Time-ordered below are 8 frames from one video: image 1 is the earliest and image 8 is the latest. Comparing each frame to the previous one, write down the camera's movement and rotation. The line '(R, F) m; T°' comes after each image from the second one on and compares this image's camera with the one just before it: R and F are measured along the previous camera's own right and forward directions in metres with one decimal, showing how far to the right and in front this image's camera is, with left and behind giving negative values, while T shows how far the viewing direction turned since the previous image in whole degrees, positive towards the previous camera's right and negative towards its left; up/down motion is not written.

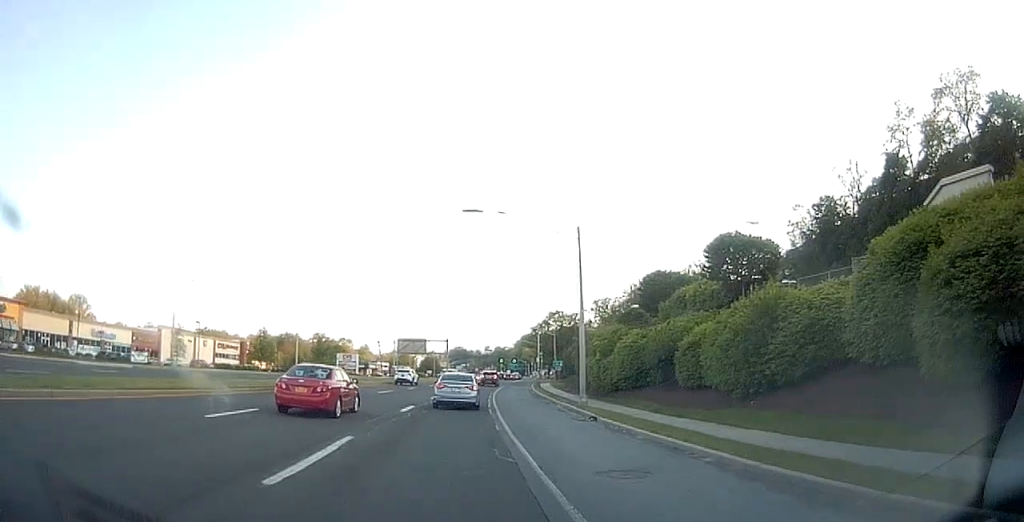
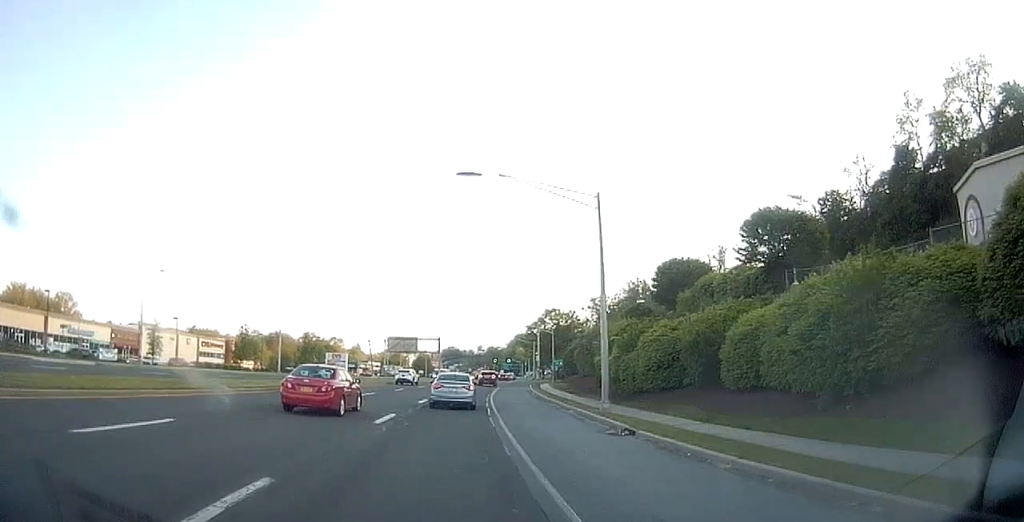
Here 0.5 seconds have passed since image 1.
(+0.1, +5.4) m; +1°
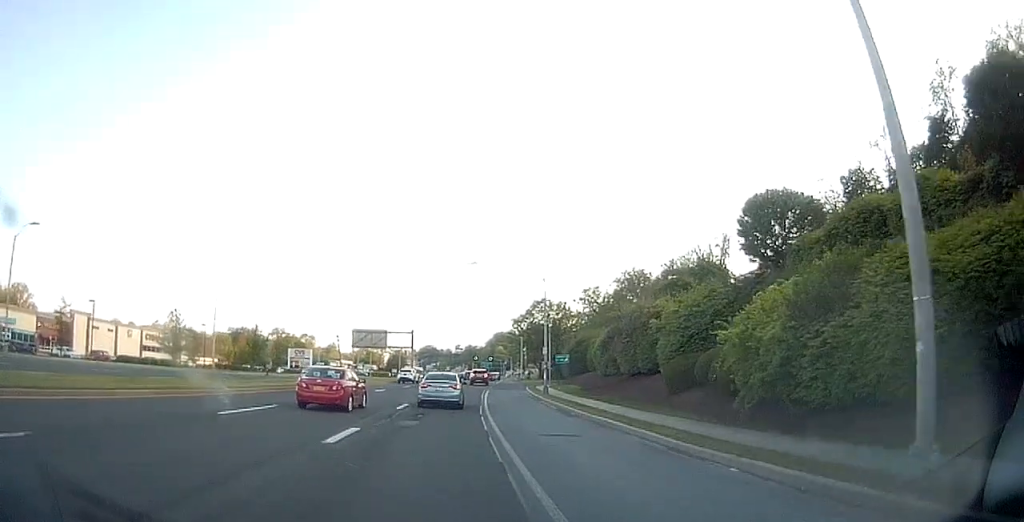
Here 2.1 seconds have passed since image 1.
(-0.2, +16.9) m; 0°
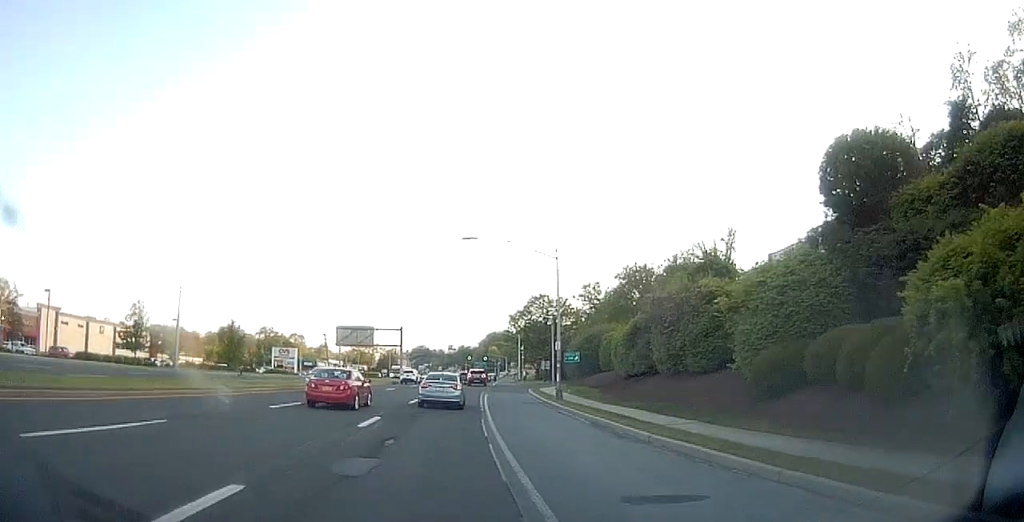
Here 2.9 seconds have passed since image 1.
(+0.2, +7.6) m; +2°
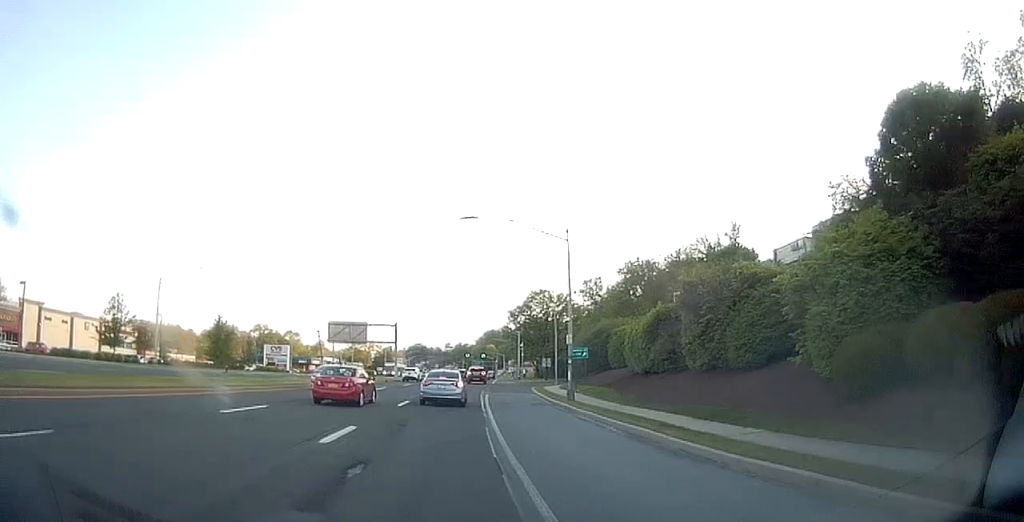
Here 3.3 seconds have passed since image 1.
(+0.1, +4.0) m; +1°
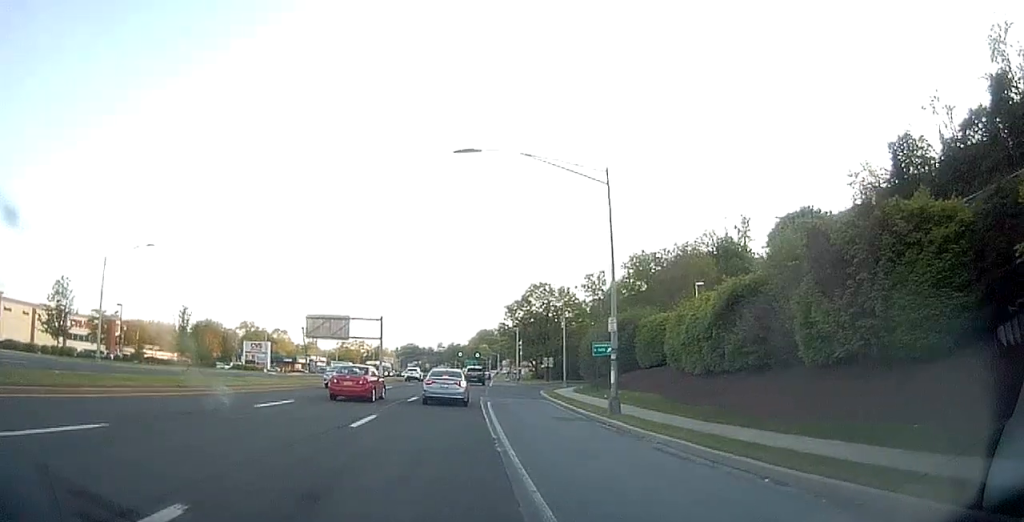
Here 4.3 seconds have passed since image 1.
(0.0, +8.8) m; +1°
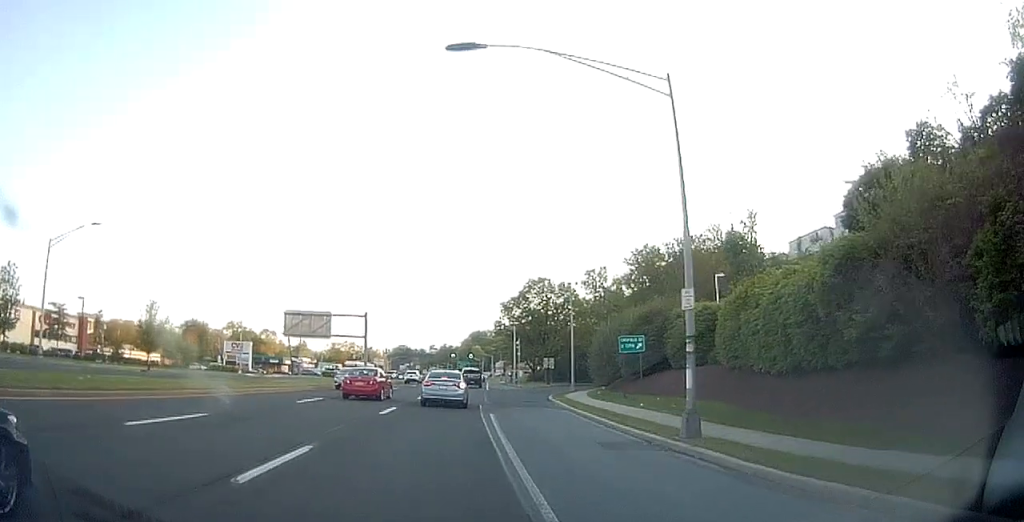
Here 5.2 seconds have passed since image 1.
(+0.1, +7.2) m; -1°
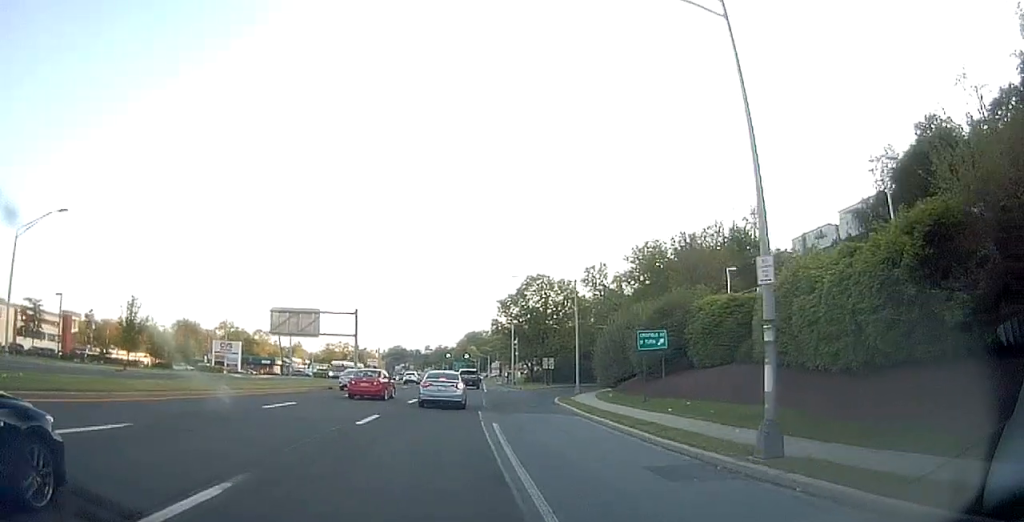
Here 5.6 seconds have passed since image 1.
(0.0, +3.7) m; 0°
